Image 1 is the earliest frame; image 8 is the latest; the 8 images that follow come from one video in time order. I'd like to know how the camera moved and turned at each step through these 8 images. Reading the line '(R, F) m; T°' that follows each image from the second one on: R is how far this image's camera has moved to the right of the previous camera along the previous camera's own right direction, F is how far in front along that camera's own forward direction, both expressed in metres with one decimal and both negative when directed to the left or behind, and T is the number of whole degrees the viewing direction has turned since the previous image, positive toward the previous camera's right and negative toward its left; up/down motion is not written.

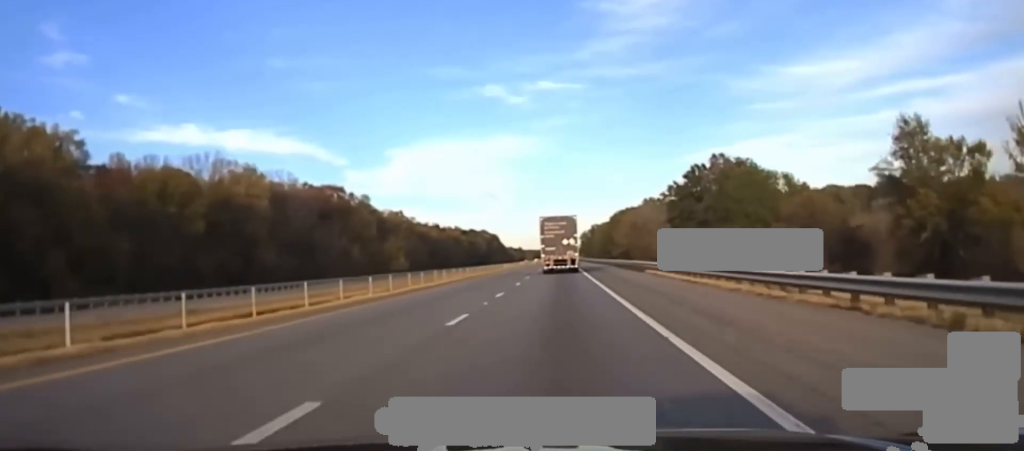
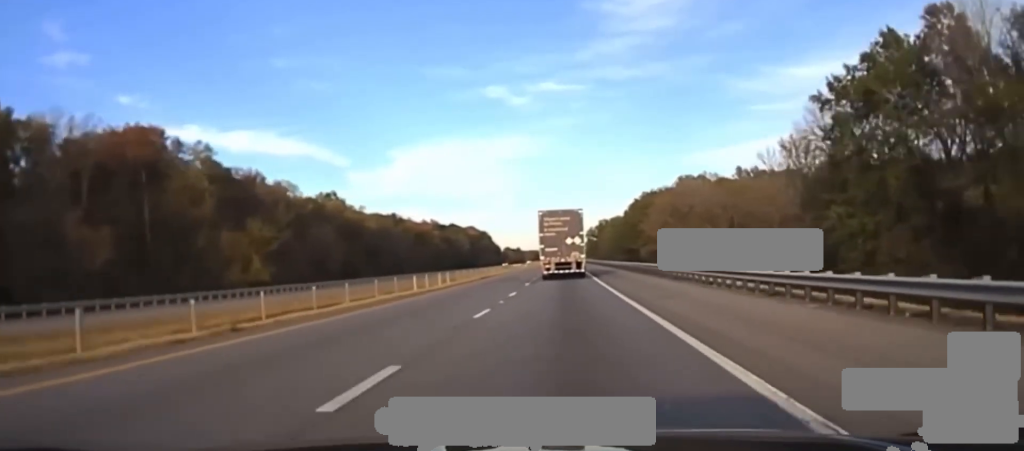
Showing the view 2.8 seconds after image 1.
(+0.8, +87.7) m; 0°
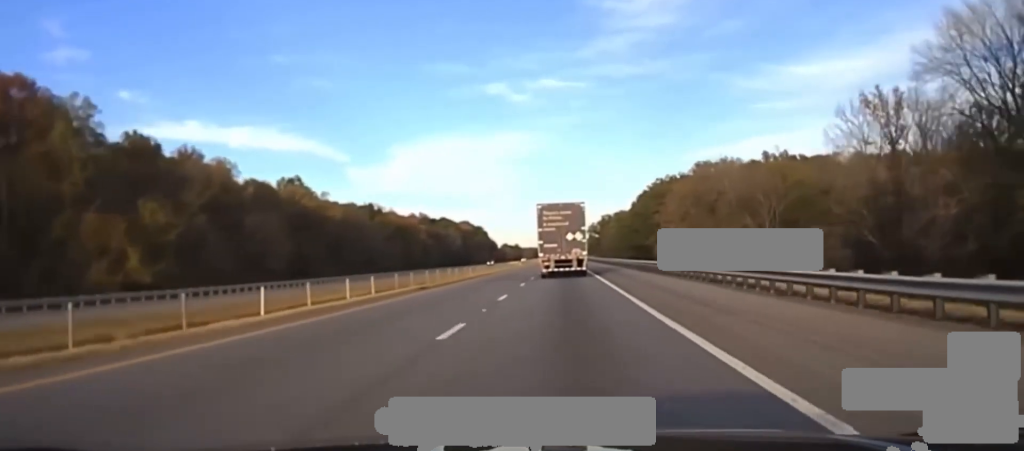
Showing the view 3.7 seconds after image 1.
(-0.2, +30.8) m; 0°
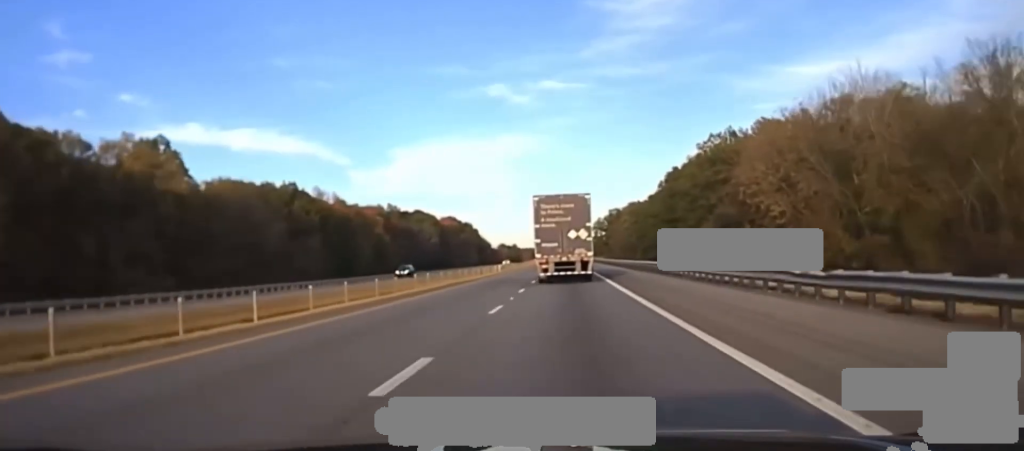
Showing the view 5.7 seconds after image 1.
(+0.5, +72.2) m; 0°
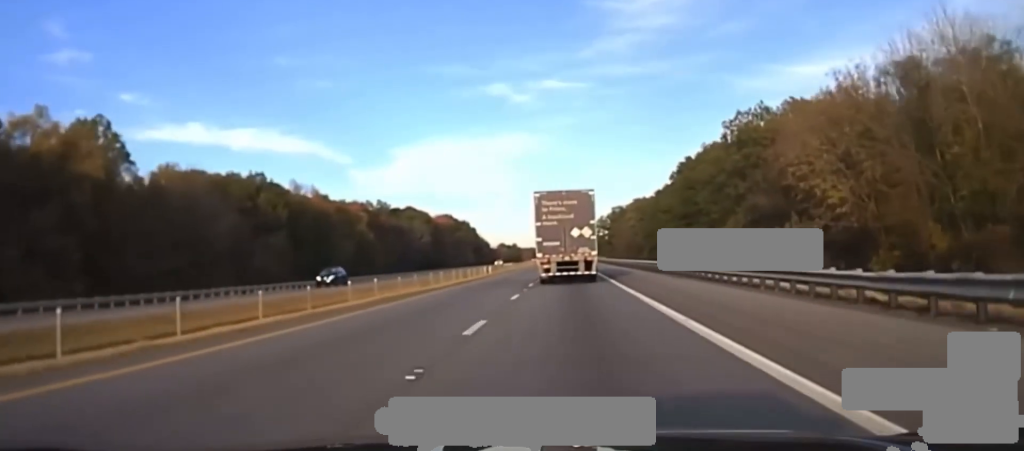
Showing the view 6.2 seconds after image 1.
(-0.2, +21.0) m; 0°
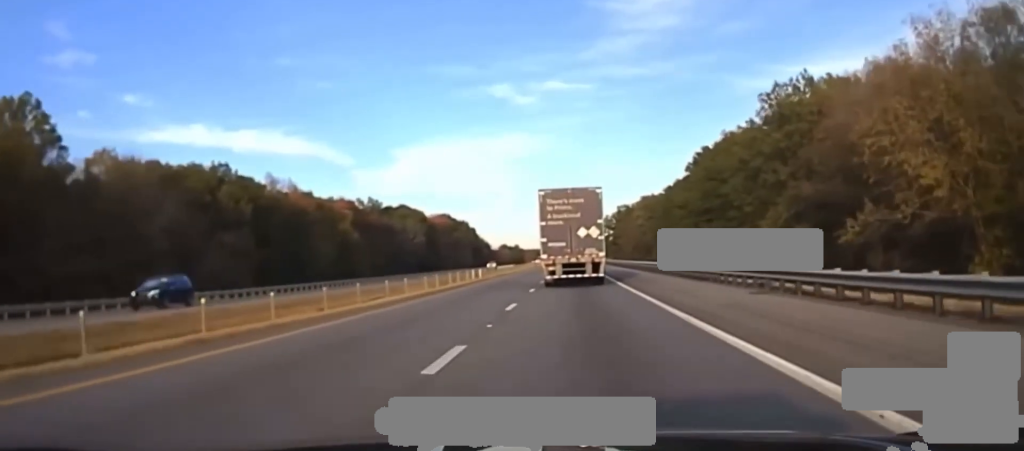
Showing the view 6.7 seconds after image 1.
(0.0, +17.9) m; 0°
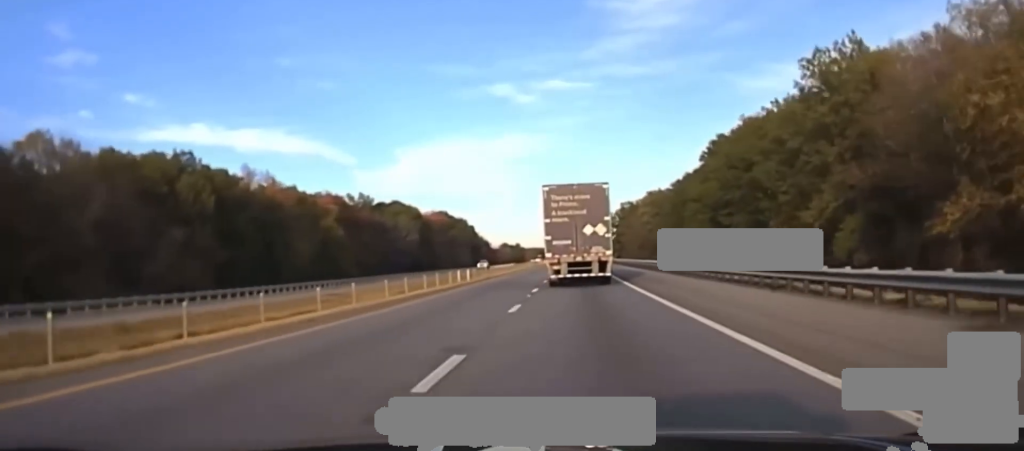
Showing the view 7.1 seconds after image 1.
(0.0, +13.9) m; 0°
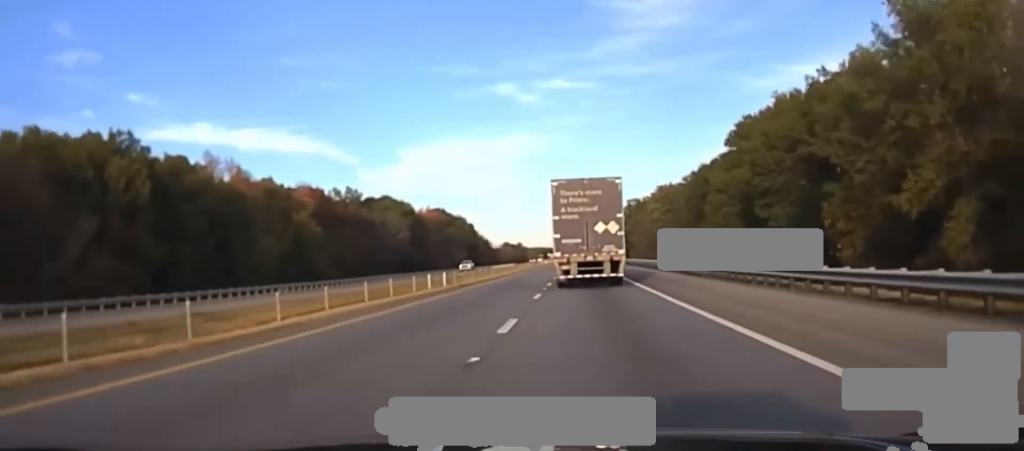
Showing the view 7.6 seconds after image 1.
(0.0, +17.1) m; 0°
